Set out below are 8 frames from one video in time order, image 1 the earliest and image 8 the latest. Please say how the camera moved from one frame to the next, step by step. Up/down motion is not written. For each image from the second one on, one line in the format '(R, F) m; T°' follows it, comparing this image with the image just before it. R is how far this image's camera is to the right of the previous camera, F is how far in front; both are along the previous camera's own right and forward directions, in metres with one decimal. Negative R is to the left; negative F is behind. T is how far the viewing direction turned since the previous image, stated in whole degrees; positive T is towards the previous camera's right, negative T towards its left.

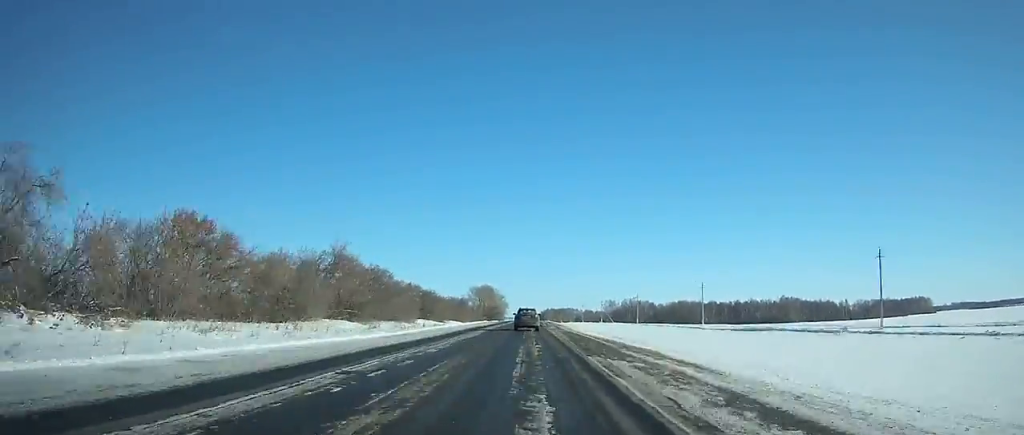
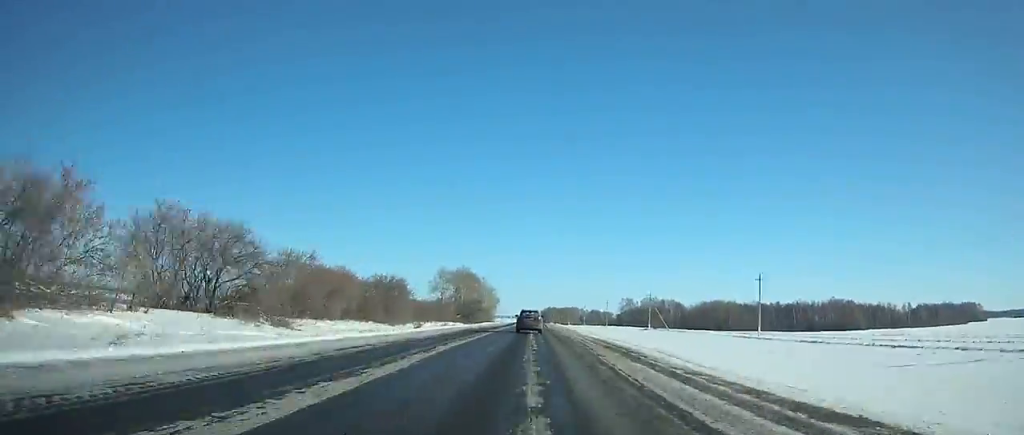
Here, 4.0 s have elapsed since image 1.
(+0.5, +97.1) m; +1°
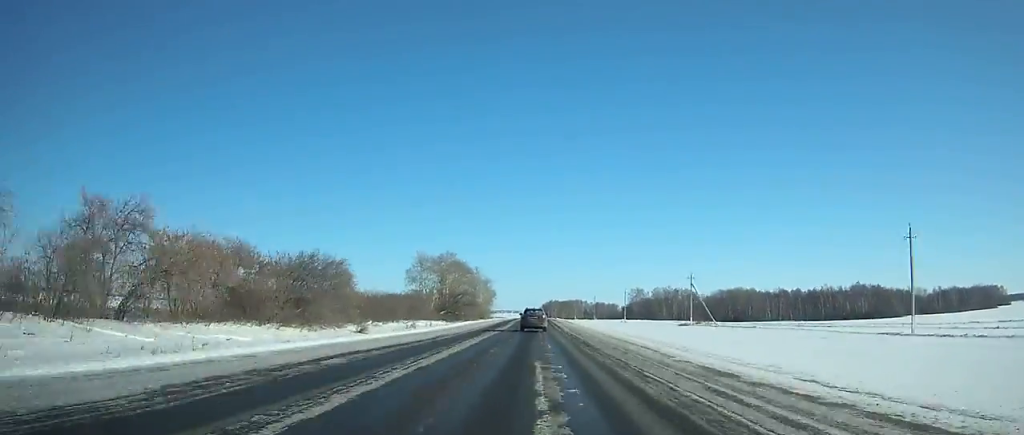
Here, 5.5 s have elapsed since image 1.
(+0.2, +35.7) m; 0°
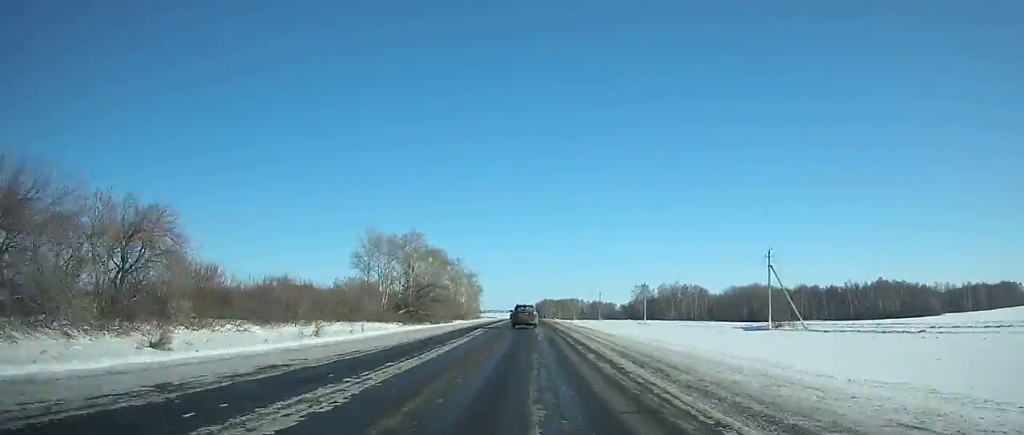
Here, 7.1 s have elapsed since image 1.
(+0.2, +38.0) m; 0°
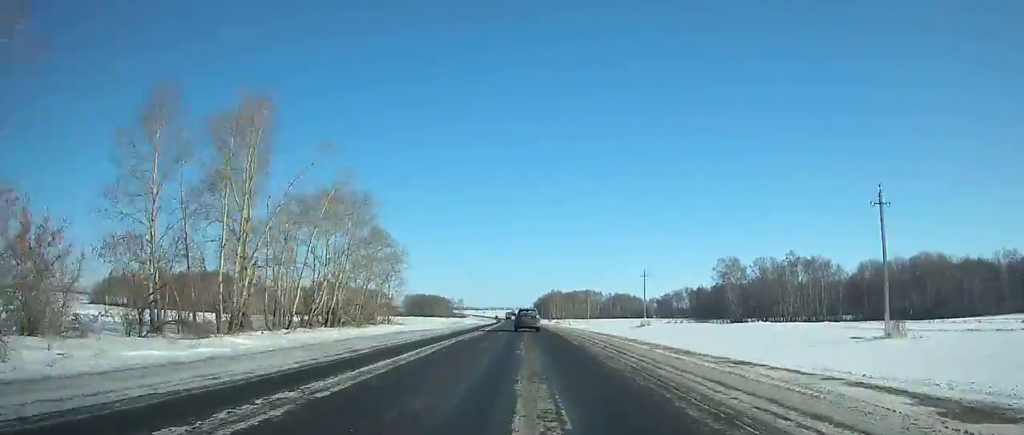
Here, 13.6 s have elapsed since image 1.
(-0.2, +151.9) m; 0°
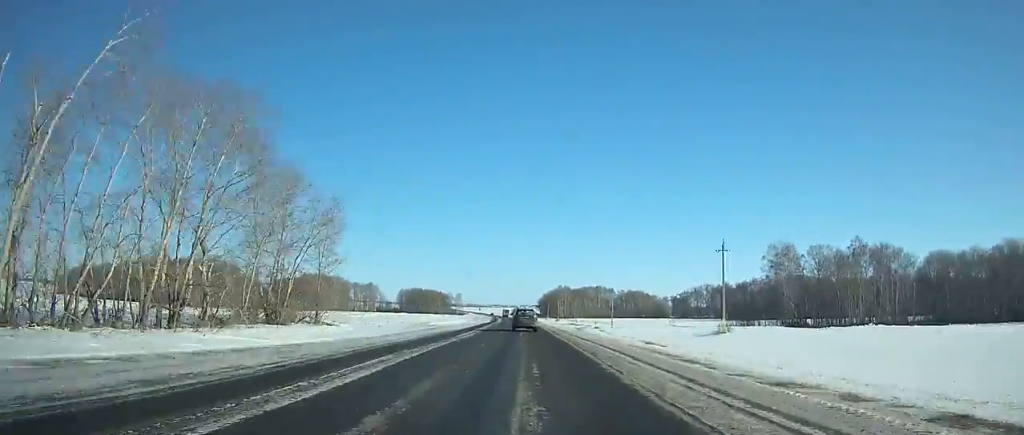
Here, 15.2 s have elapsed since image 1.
(-0.1, +37.1) m; 0°
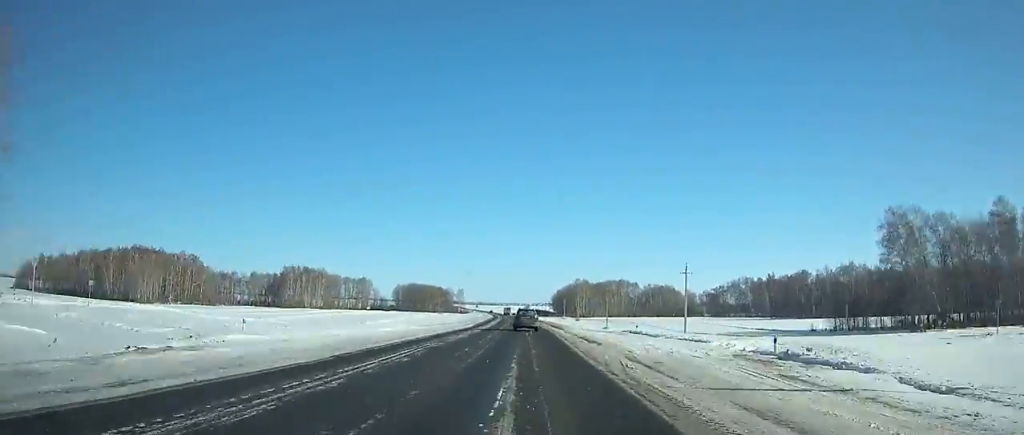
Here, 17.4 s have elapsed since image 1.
(-0.3, +51.0) m; -1°
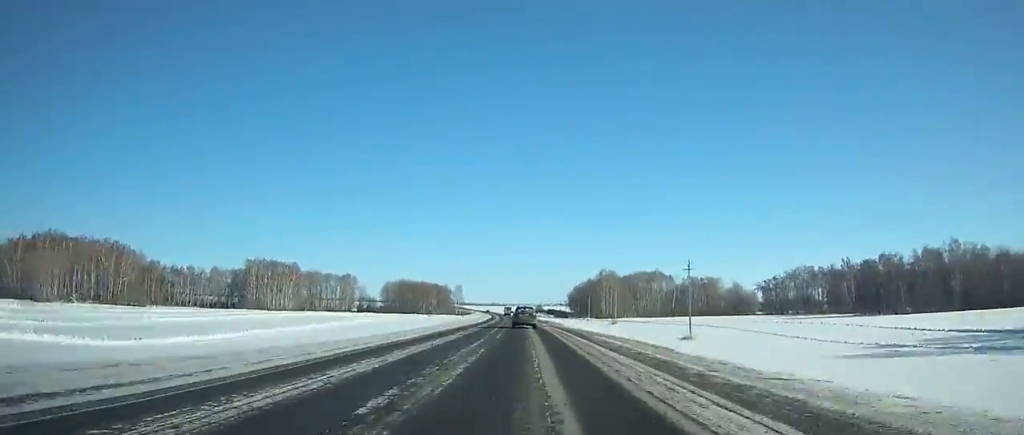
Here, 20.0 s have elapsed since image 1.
(-0.5, +60.4) m; -1°
